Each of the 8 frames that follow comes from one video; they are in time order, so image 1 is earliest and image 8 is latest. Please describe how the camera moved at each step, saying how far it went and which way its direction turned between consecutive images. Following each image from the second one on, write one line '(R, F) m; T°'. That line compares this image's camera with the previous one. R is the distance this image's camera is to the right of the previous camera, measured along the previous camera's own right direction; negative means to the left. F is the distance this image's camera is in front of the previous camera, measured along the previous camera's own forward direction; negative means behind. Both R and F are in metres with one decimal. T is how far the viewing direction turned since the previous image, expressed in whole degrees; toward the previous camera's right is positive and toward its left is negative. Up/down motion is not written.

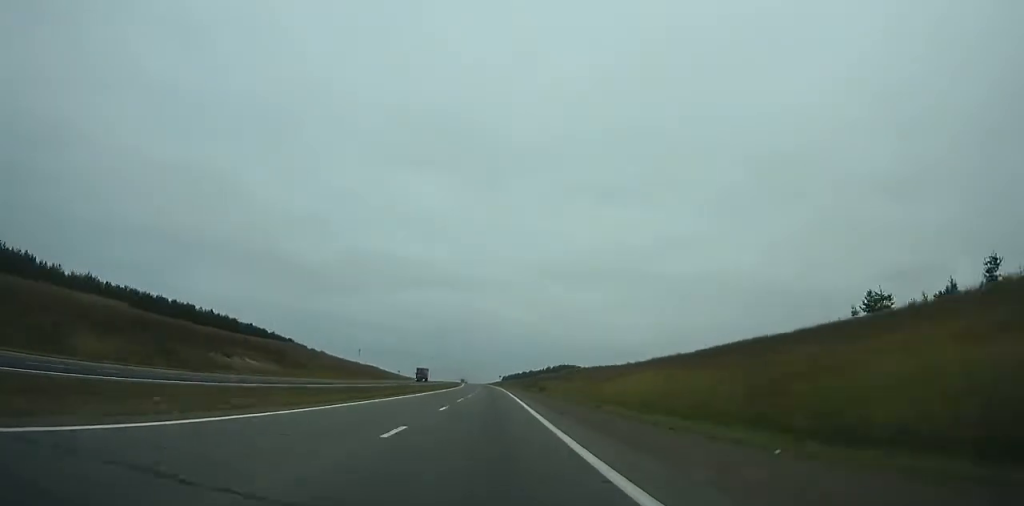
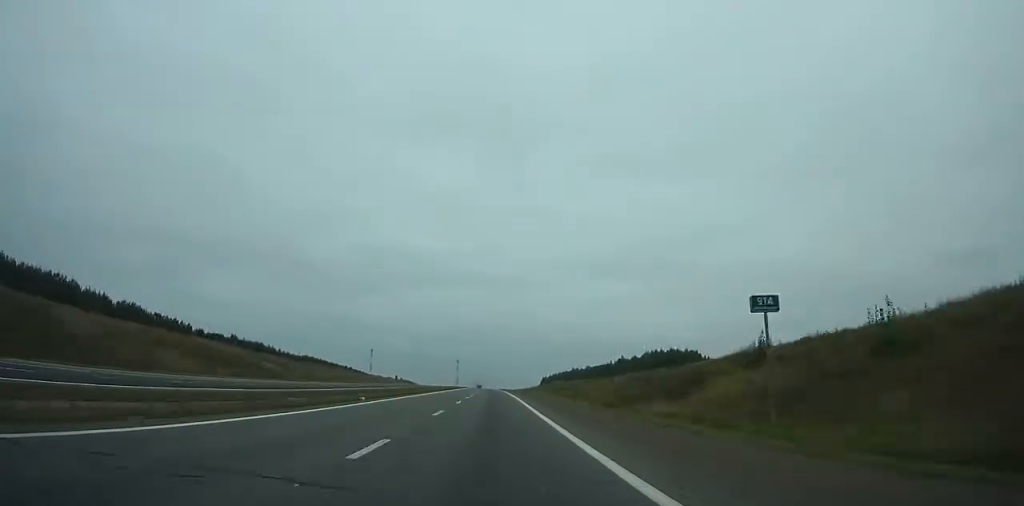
(-5.7, +169.3) m; -3°
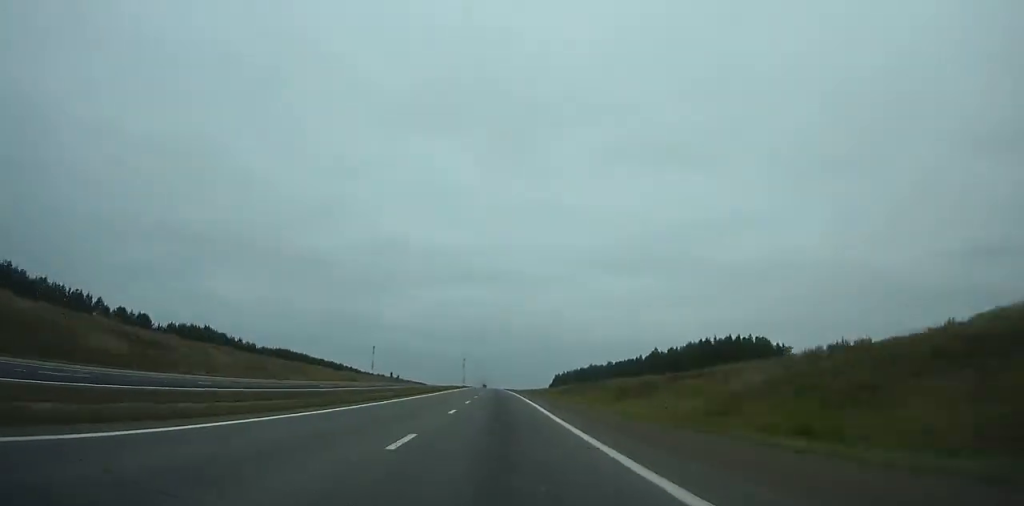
(-0.4, +47.6) m; -1°
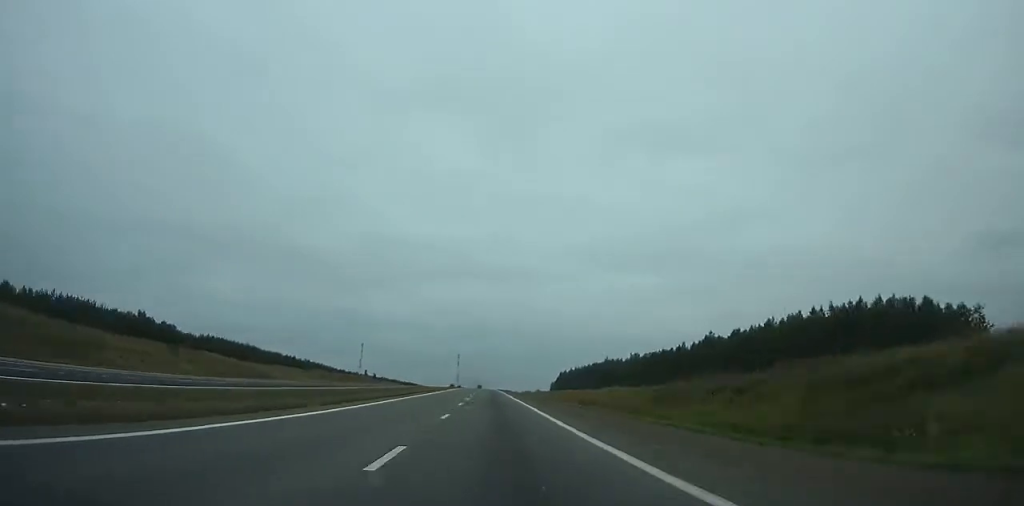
(-0.6, +61.4) m; -1°
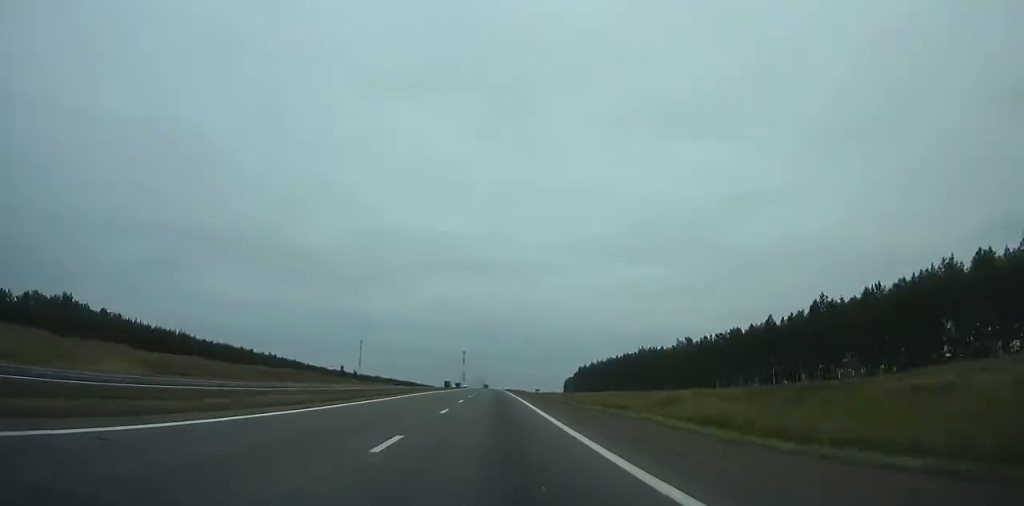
(-0.1, +58.7) m; 0°
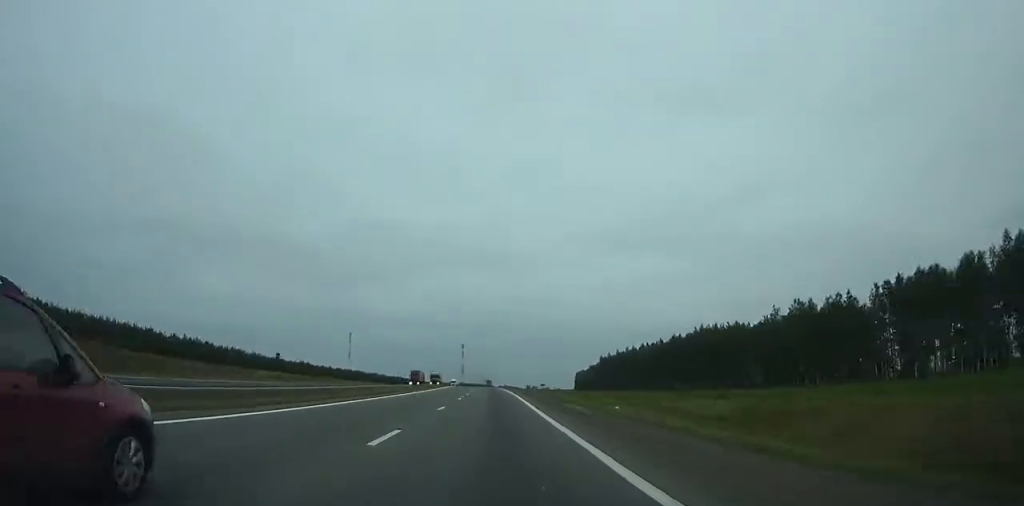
(-0.1, +70.2) m; 0°
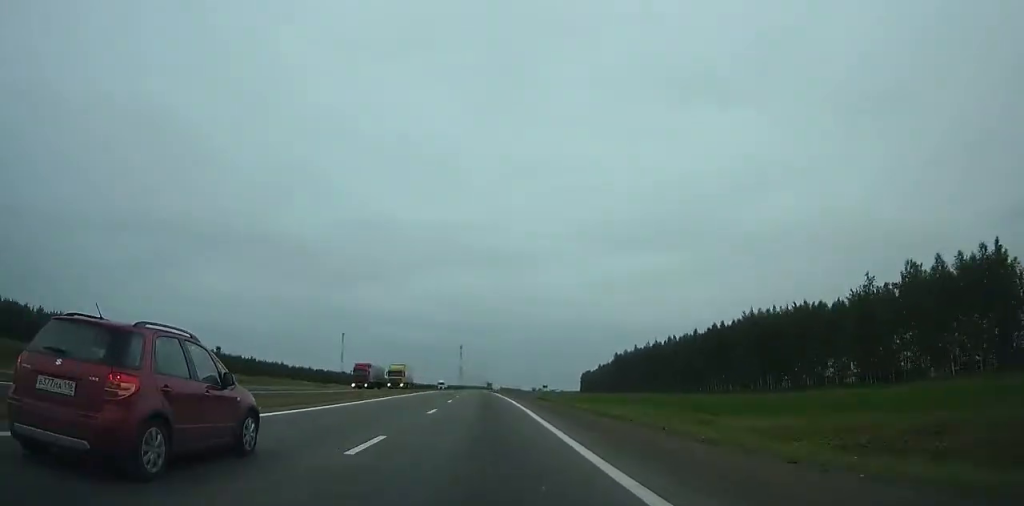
(+0.1, +36.5) m; 0°
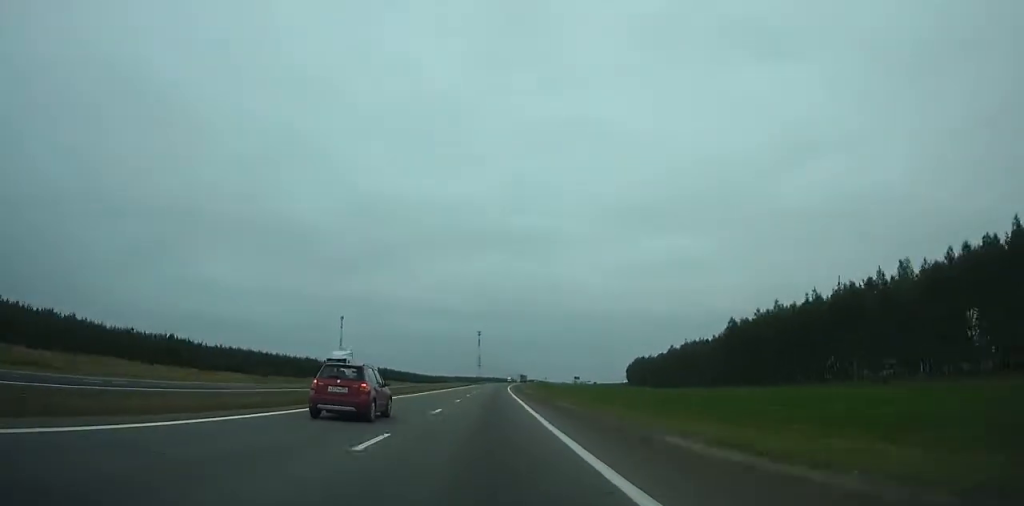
(-1.4, +107.0) m; -1°
